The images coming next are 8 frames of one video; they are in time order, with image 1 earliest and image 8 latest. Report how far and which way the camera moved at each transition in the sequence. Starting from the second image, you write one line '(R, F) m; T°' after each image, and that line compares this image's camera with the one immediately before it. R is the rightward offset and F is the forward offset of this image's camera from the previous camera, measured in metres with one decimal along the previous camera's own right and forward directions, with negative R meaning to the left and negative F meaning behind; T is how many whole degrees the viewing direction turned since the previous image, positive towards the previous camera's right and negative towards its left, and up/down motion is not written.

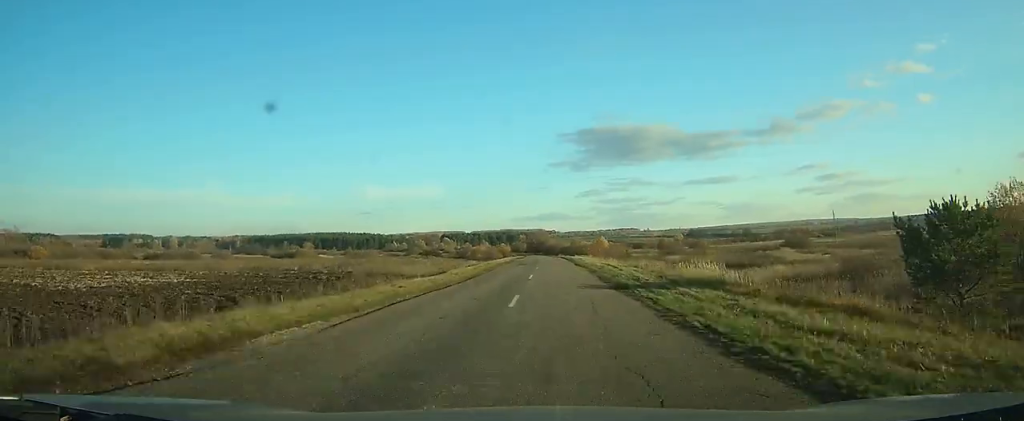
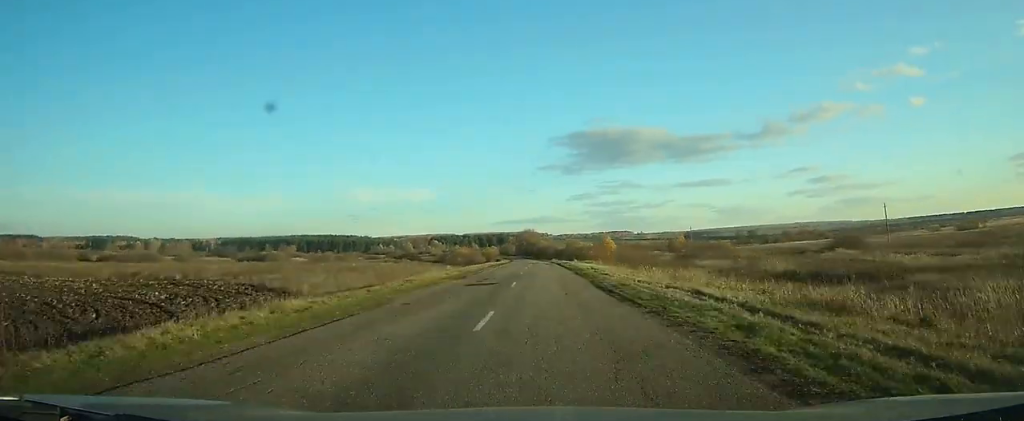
(+0.1, +28.0) m; 0°
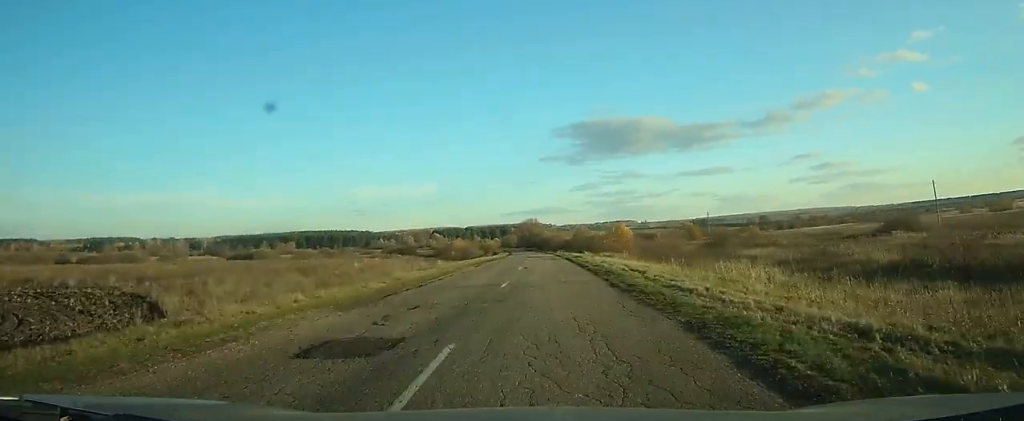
(+0.1, +15.9) m; 0°
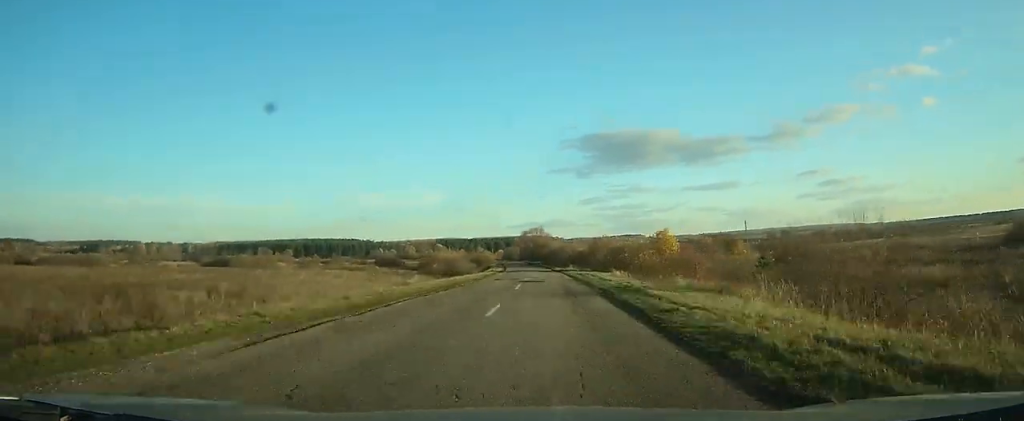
(-0.1, +26.3) m; -1°
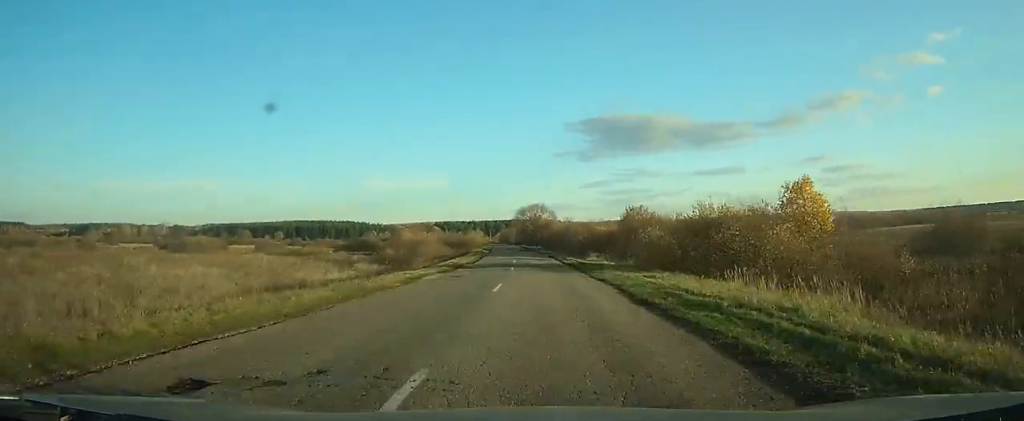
(-0.3, +32.2) m; -1°
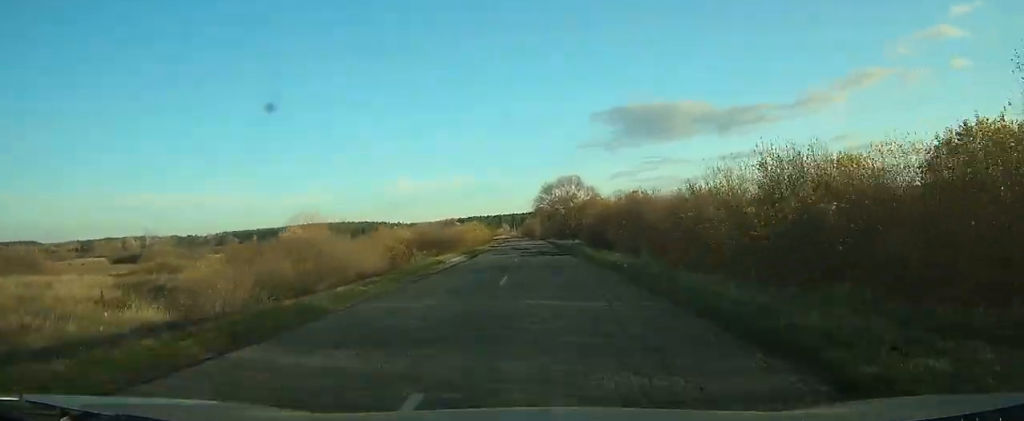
(-0.9, +45.7) m; -2°
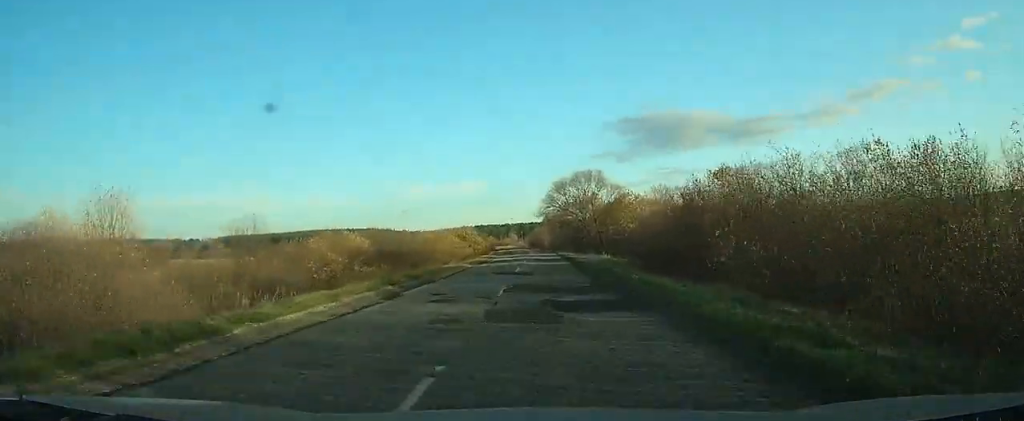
(-0.1, +22.4) m; -1°
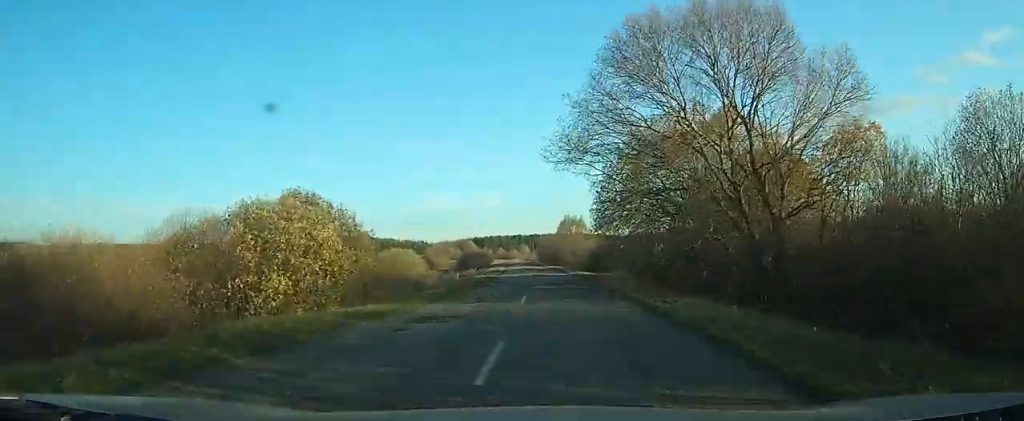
(-1.6, +64.3) m; -3°
